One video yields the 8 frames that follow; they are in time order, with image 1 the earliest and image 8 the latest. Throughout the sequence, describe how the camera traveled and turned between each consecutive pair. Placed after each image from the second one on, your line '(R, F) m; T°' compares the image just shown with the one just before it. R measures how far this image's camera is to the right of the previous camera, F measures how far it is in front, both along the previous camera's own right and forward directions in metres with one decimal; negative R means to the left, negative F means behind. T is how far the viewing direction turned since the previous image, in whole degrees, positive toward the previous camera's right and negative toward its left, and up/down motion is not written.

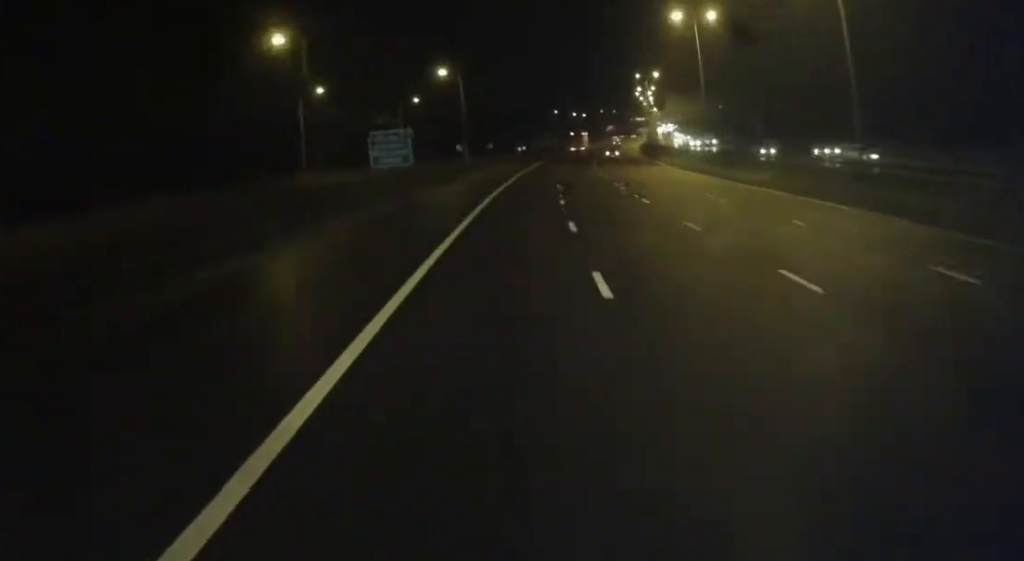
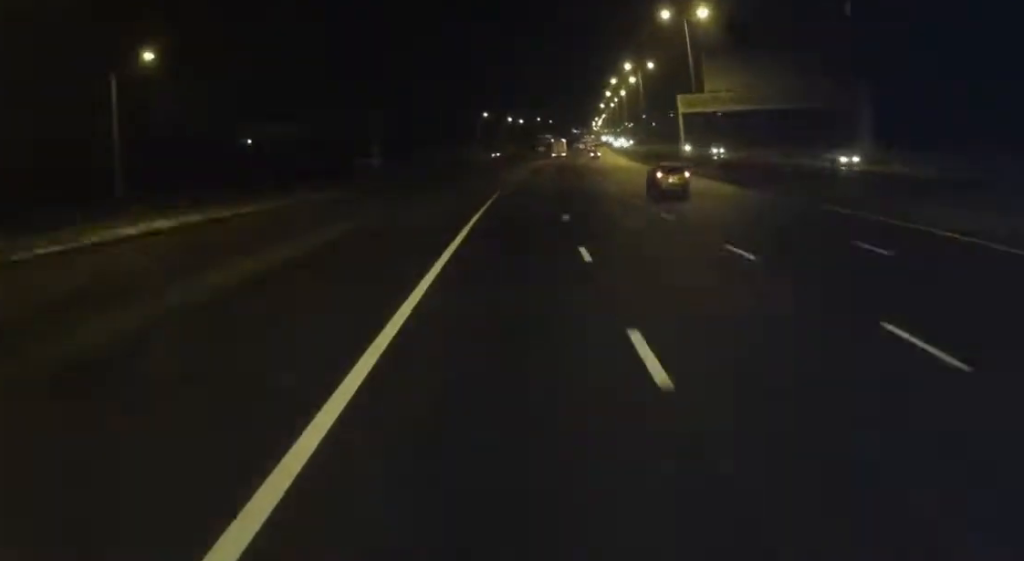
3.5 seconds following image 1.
(+4.0, +79.8) m; +10°
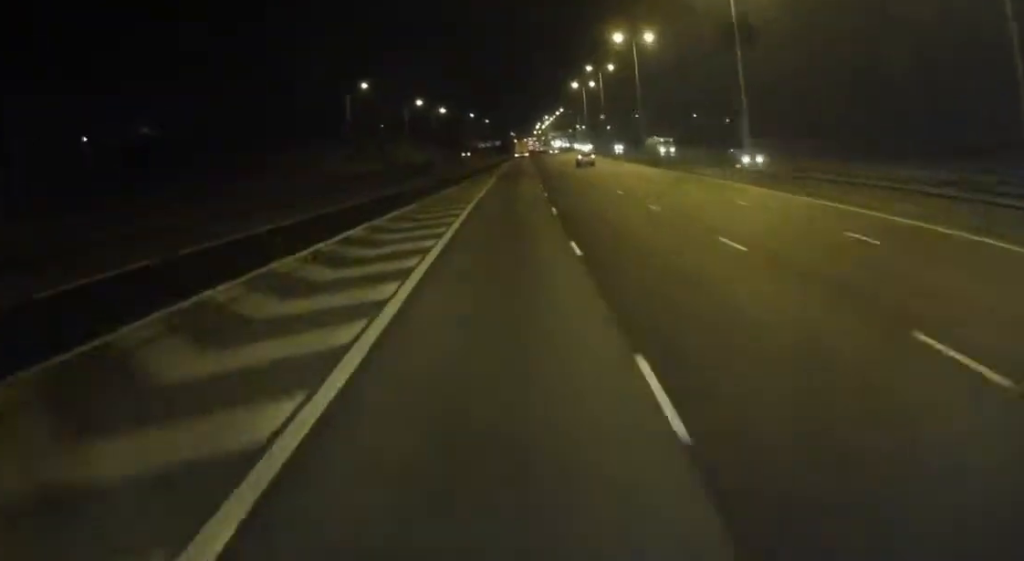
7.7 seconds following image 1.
(+14.1, +90.1) m; +5°
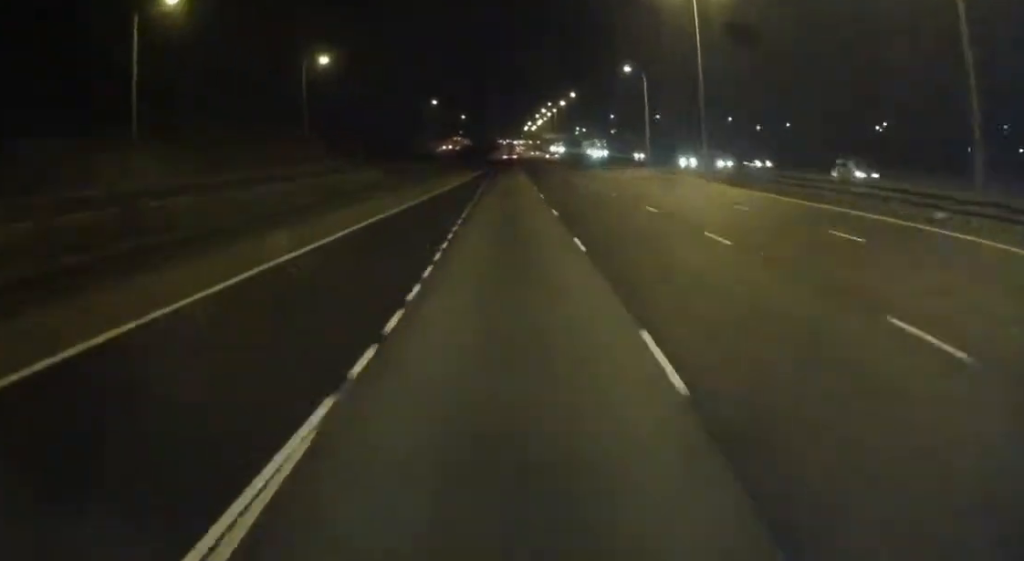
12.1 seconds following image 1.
(-11.3, +100.7) m; -9°
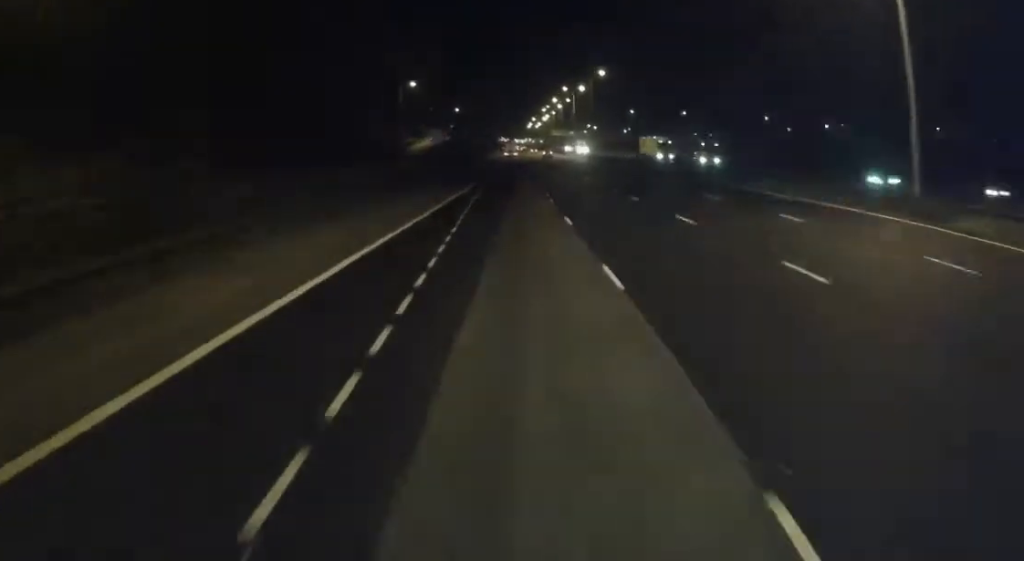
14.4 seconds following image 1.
(-4.0, +57.3) m; -1°
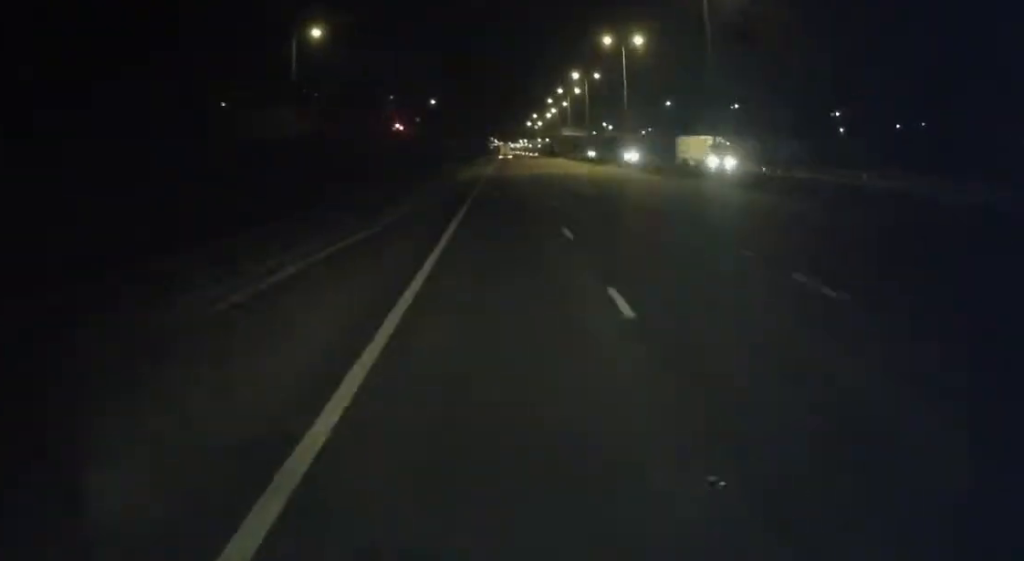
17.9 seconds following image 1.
(+7.2, +85.6) m; +6°
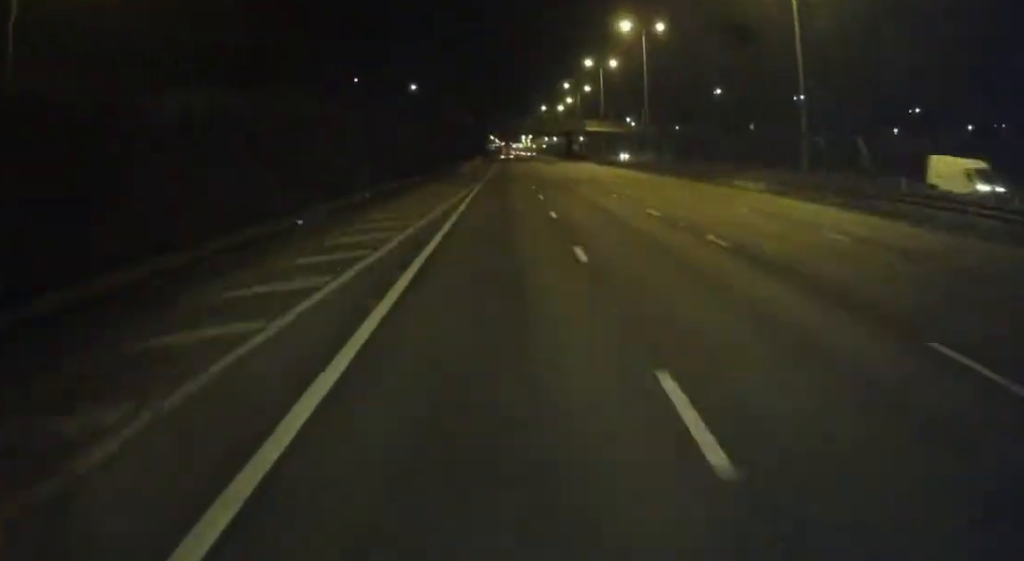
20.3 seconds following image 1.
(+1.3, +56.7) m; +1°
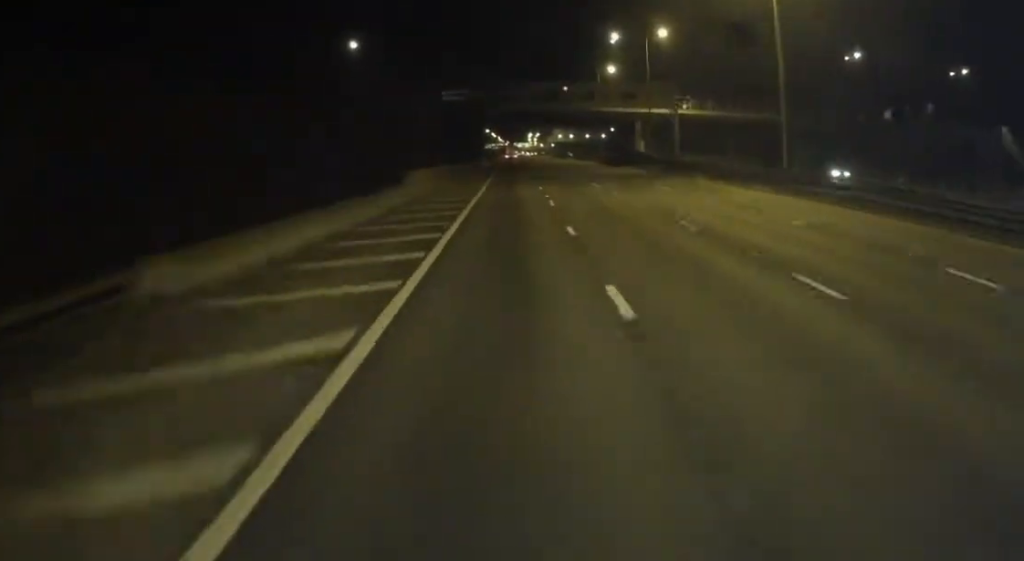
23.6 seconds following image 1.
(+0.4, +76.7) m; 0°
